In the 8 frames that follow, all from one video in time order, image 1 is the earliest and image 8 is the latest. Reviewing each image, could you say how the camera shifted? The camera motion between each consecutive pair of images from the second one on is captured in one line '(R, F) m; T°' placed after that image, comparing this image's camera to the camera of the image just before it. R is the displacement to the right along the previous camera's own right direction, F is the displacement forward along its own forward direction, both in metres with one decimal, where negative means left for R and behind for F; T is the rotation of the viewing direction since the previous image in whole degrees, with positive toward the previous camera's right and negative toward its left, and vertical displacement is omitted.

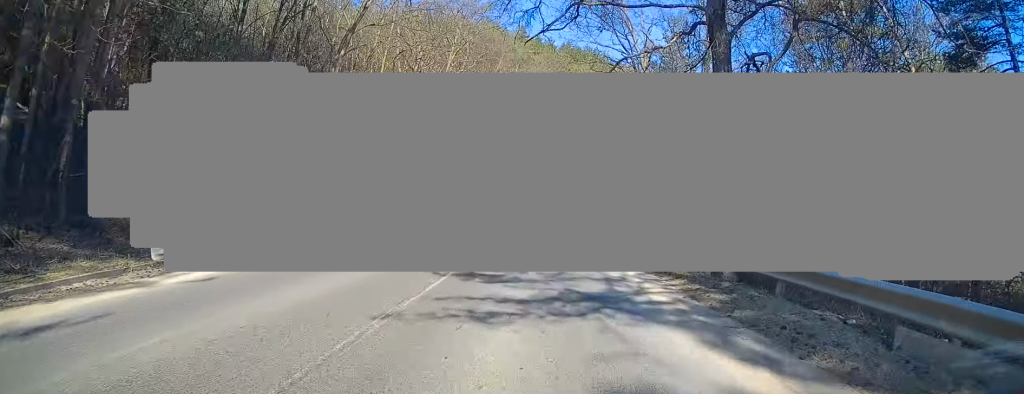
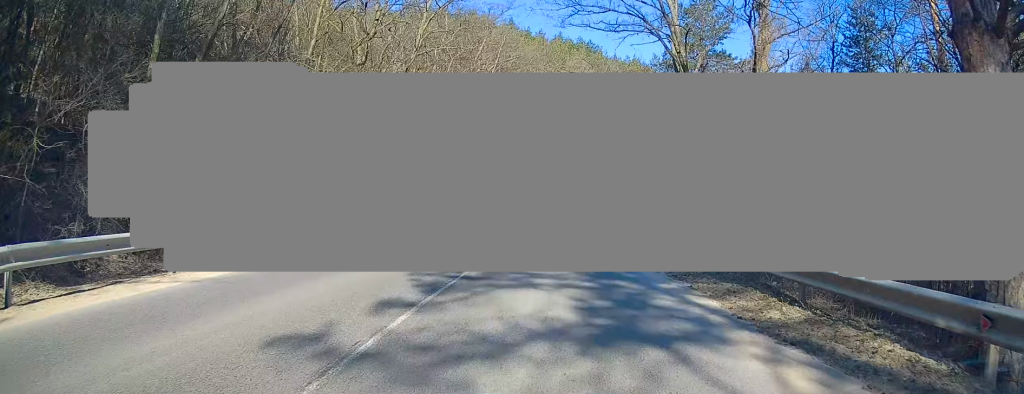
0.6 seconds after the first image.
(-0.1, +8.1) m; +1°
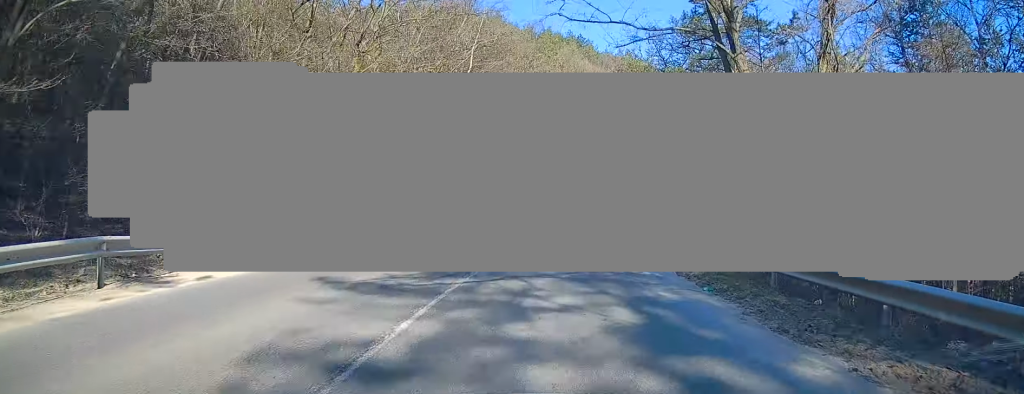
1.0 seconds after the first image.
(+0.1, +5.9) m; +1°
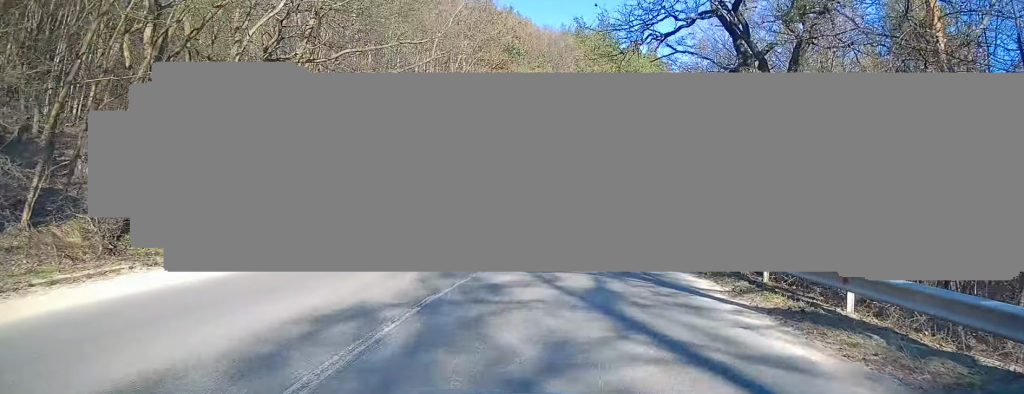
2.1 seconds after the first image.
(+0.5, +14.8) m; +5°
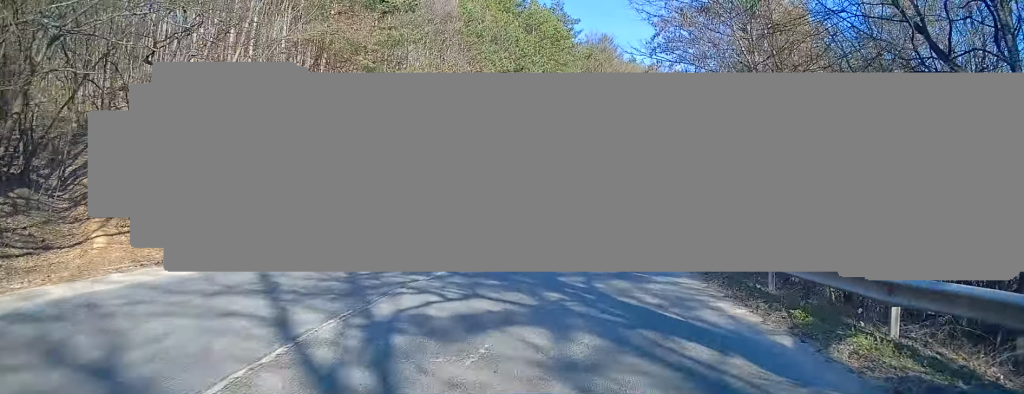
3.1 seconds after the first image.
(+0.9, +14.4) m; +9°
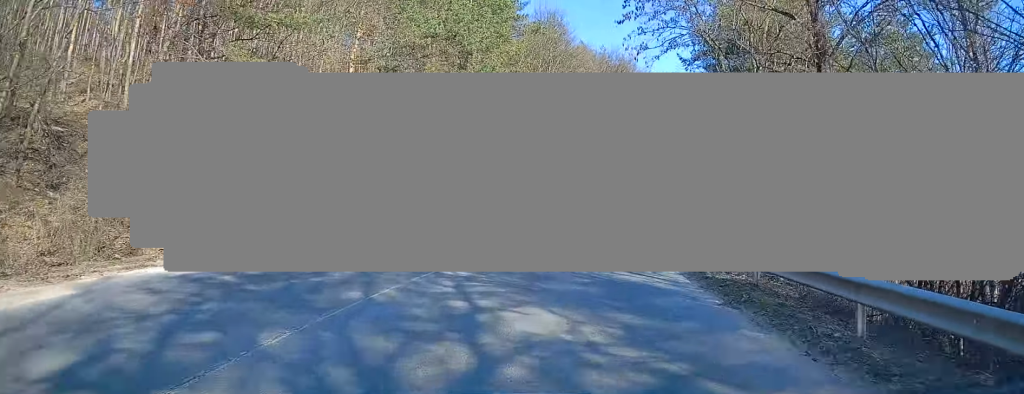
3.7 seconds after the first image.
(+0.3, +8.1) m; +6°
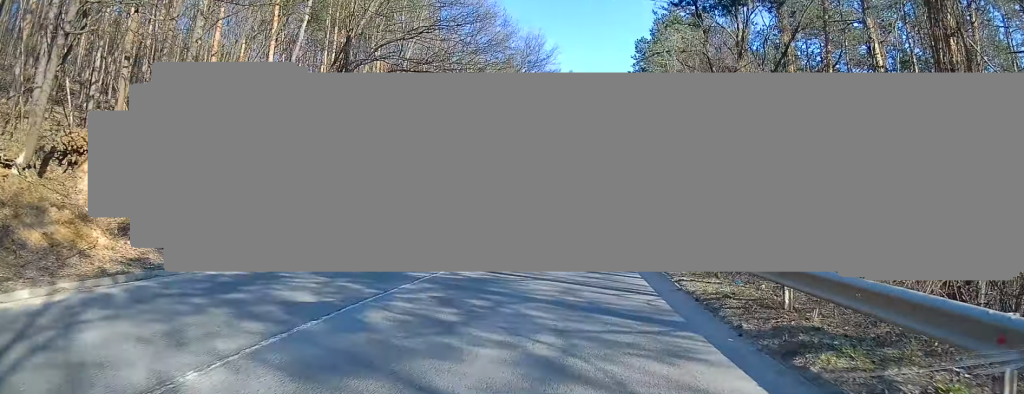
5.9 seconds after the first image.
(+5.1, +31.4) m; +17°
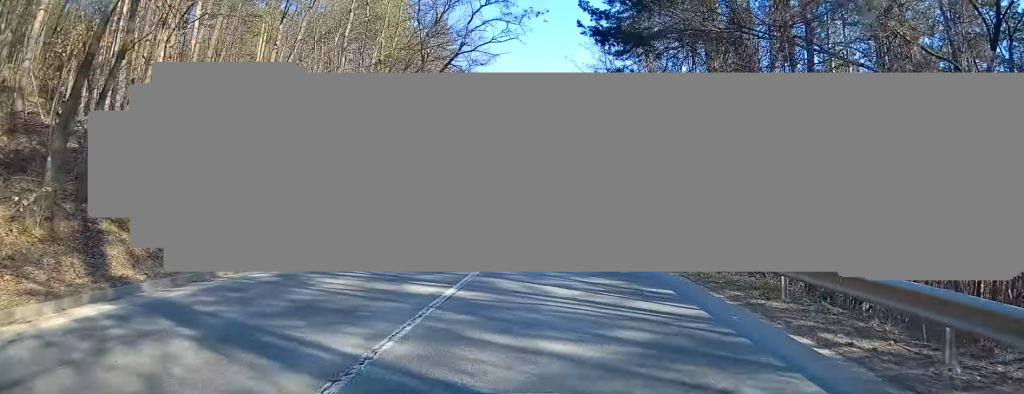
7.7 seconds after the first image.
(+2.6, +27.3) m; +9°
